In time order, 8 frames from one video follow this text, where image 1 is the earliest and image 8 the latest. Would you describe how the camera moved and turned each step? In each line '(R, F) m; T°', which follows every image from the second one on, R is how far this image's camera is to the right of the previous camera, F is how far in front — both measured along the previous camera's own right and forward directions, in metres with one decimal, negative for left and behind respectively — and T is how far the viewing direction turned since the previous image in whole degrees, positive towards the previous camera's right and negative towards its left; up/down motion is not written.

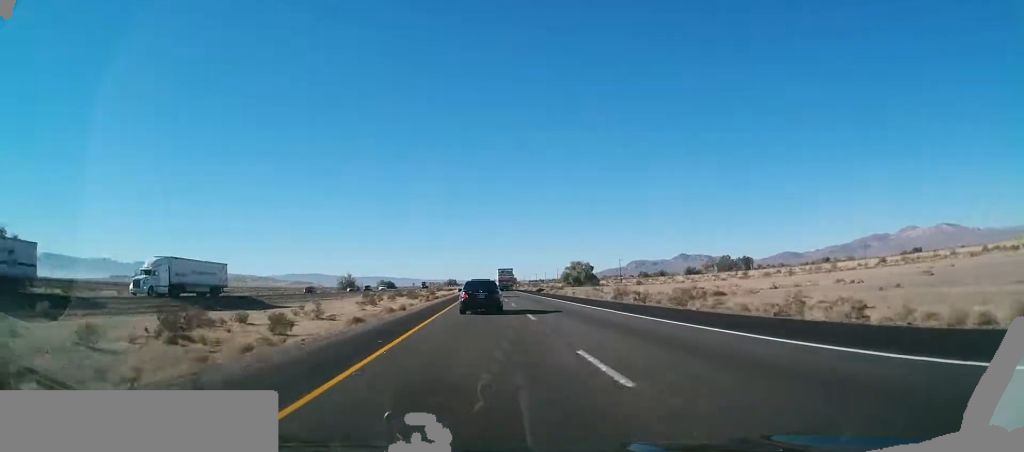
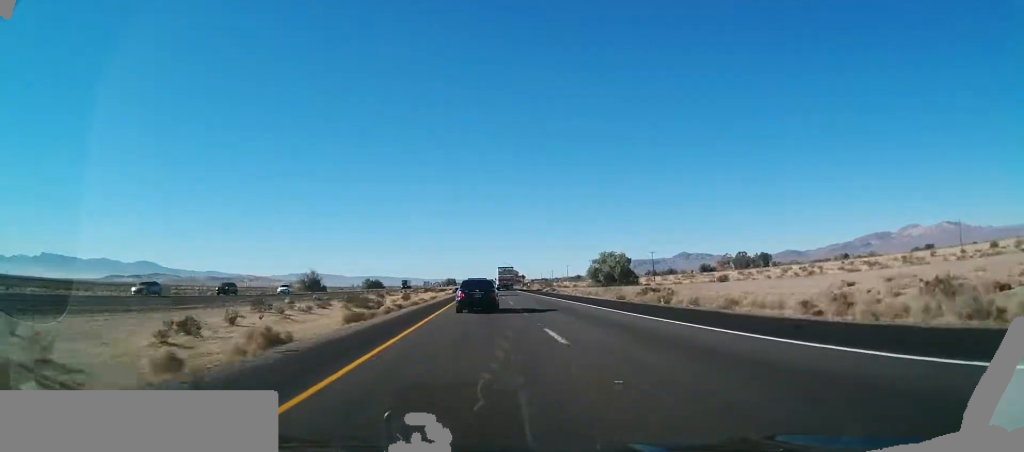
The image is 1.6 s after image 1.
(-0.1, +52.9) m; 0°
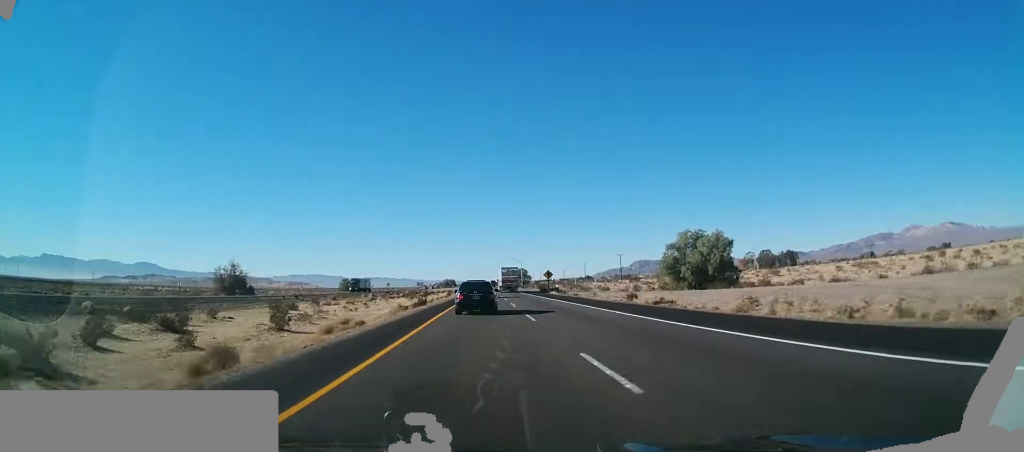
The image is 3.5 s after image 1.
(0.0, +63.7) m; 0°
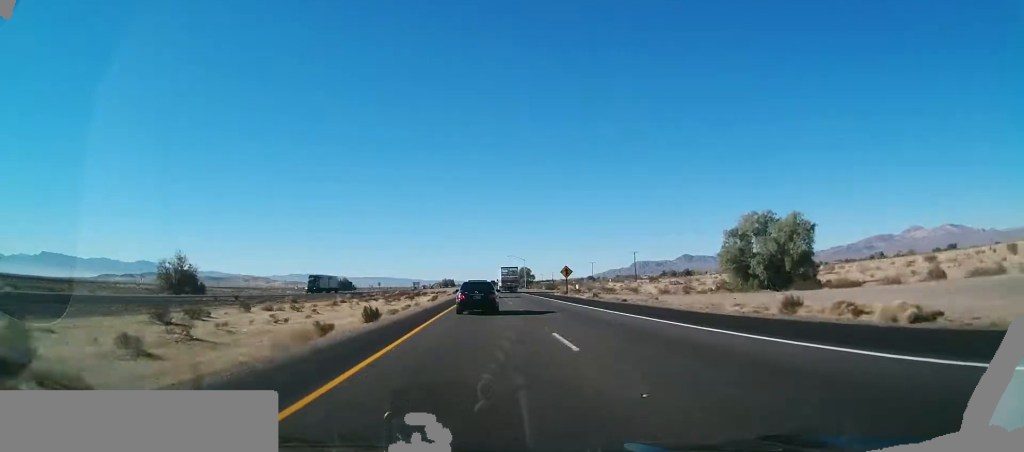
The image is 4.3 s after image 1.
(0.0, +24.2) m; 0°
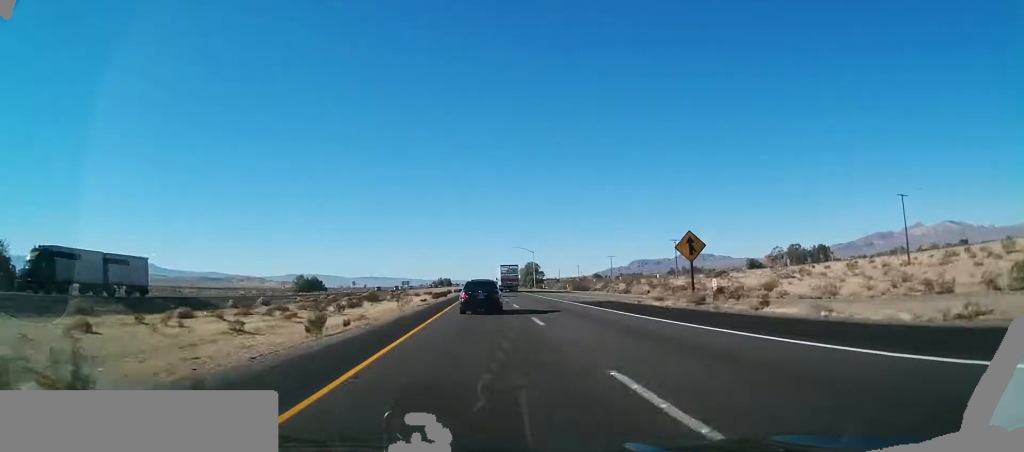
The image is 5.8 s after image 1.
(+0.1, +50.7) m; +1°
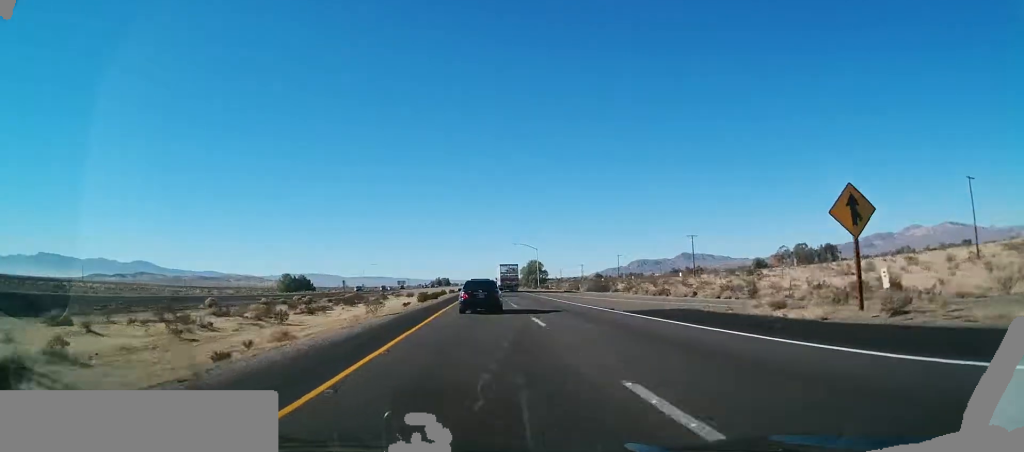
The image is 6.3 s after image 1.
(+0.2, +15.6) m; 0°
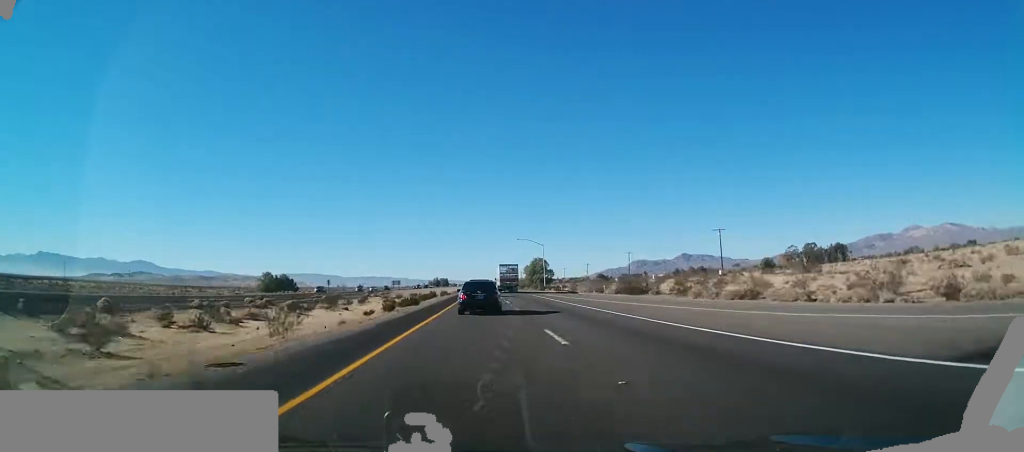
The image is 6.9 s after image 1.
(-0.1, +19.9) m; 0°
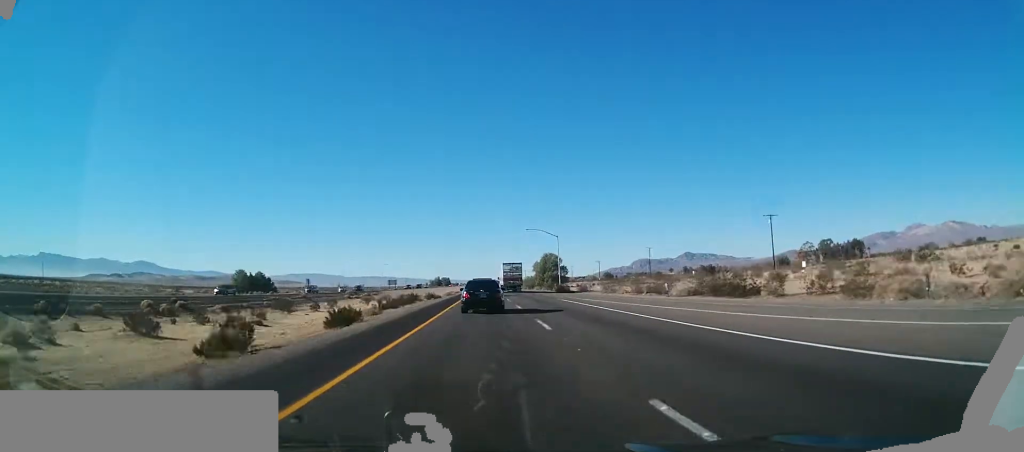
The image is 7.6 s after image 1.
(-0.1, +25.4) m; 0°
